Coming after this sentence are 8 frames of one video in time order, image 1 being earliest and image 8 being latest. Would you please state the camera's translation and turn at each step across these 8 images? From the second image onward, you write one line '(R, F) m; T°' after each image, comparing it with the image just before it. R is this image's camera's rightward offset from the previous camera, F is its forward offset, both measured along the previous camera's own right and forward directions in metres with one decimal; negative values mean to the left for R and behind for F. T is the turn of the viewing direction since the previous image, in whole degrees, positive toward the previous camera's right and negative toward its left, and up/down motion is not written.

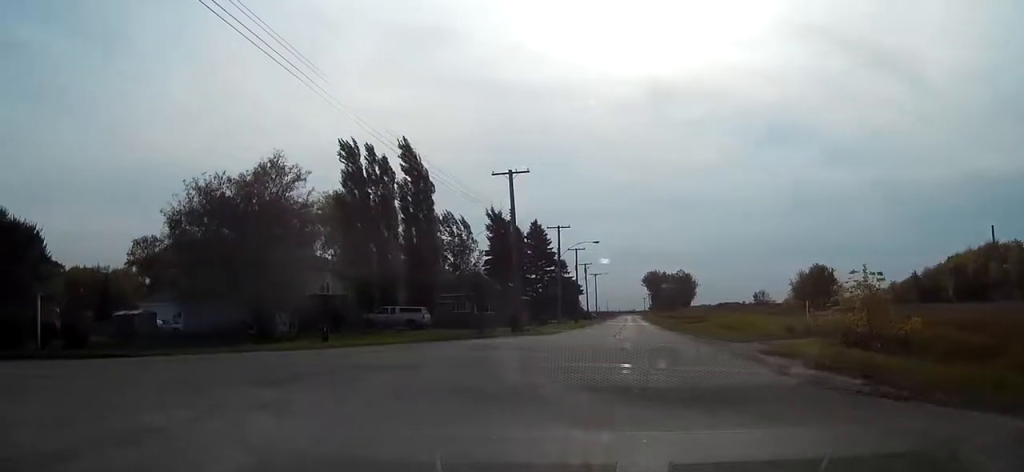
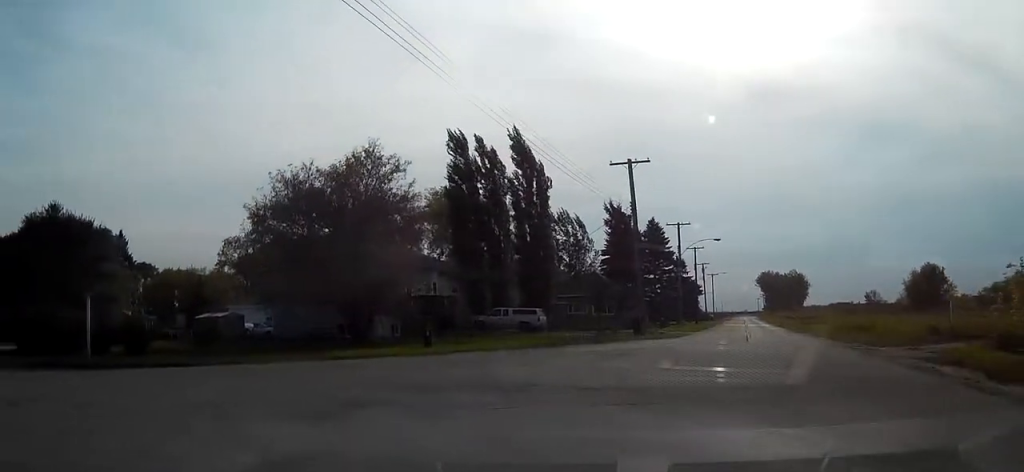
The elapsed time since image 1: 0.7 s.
(0.0, +4.2) m; -6°
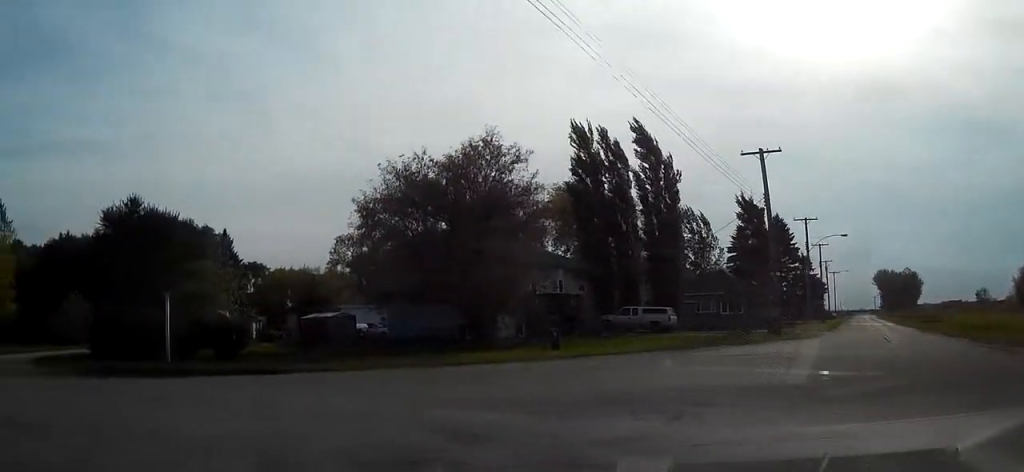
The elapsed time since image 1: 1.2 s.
(-0.3, +2.8) m; -11°
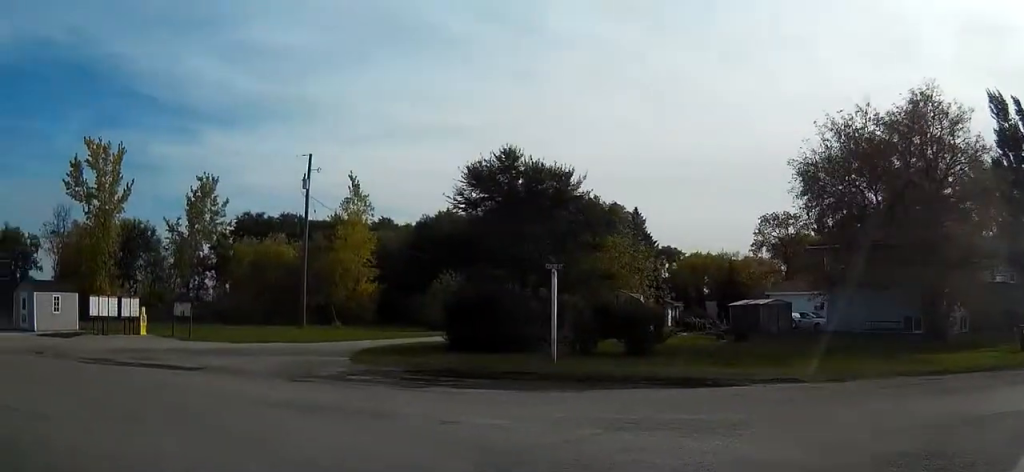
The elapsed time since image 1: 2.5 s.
(-1.8, +6.5) m; -36°
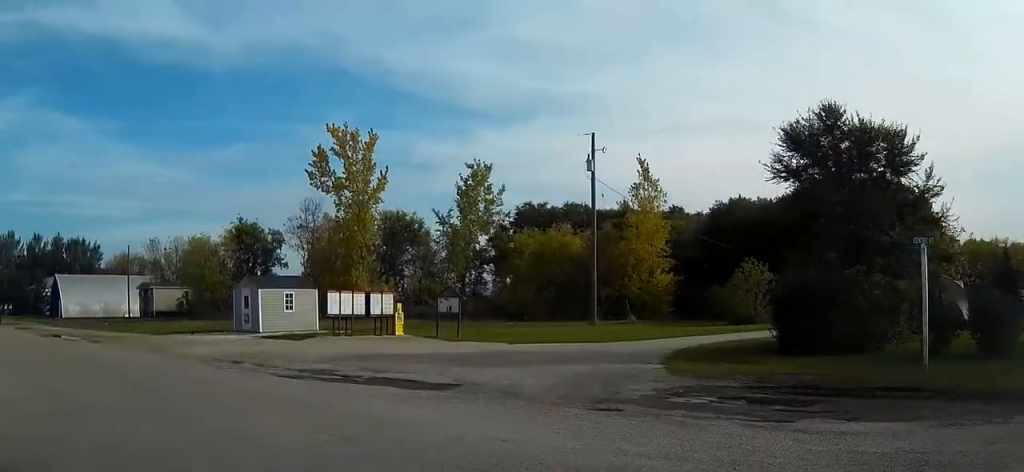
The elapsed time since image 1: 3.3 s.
(-1.1, +4.4) m; -26°
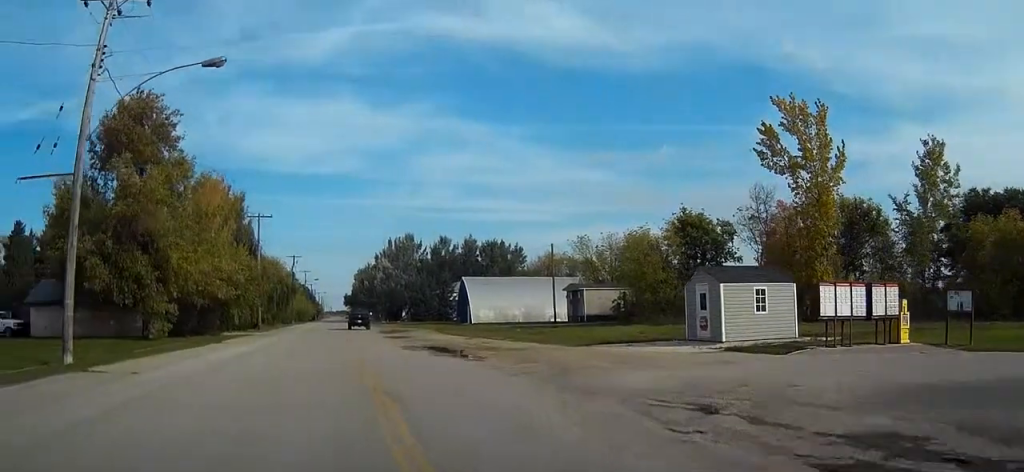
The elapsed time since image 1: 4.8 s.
(-2.8, +8.2) m; -33°
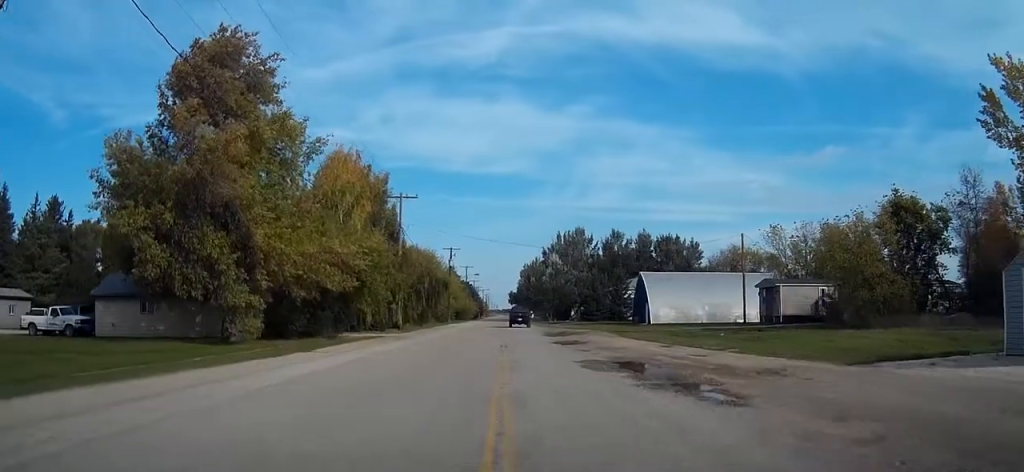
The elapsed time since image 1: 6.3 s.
(-1.7, +11.5) m; -11°
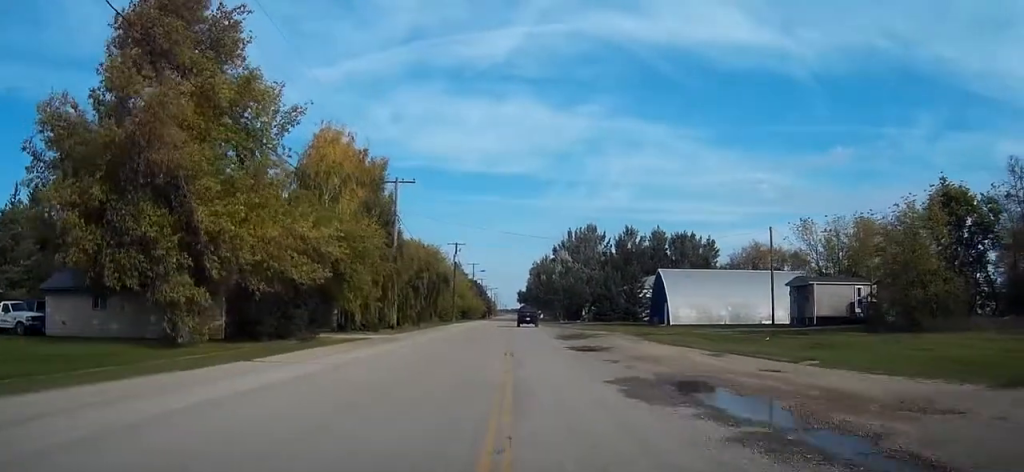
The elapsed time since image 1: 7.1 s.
(-0.1, +6.4) m; -1°
